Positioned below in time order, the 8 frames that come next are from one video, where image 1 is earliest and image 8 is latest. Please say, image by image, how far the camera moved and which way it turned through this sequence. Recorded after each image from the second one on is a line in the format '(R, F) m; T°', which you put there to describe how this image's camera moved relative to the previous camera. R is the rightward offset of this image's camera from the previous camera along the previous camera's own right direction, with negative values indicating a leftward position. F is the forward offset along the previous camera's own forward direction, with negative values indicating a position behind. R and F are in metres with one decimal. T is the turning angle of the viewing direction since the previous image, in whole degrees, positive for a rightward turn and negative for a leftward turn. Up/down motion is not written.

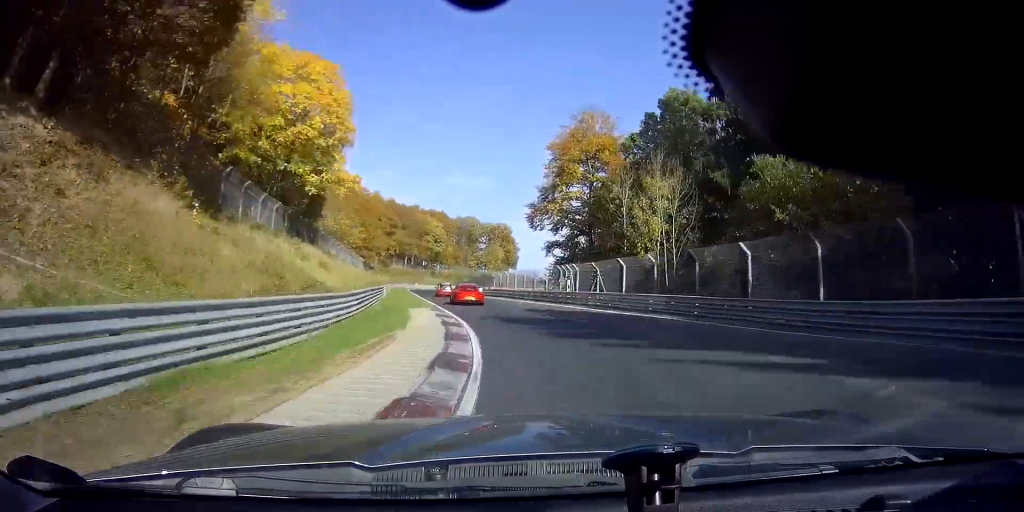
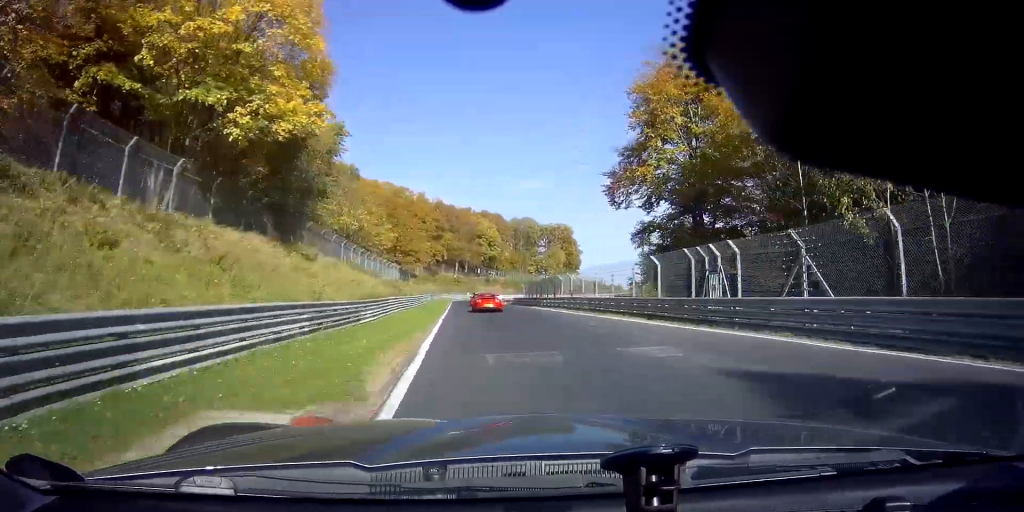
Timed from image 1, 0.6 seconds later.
(-0.8, +19.9) m; -5°
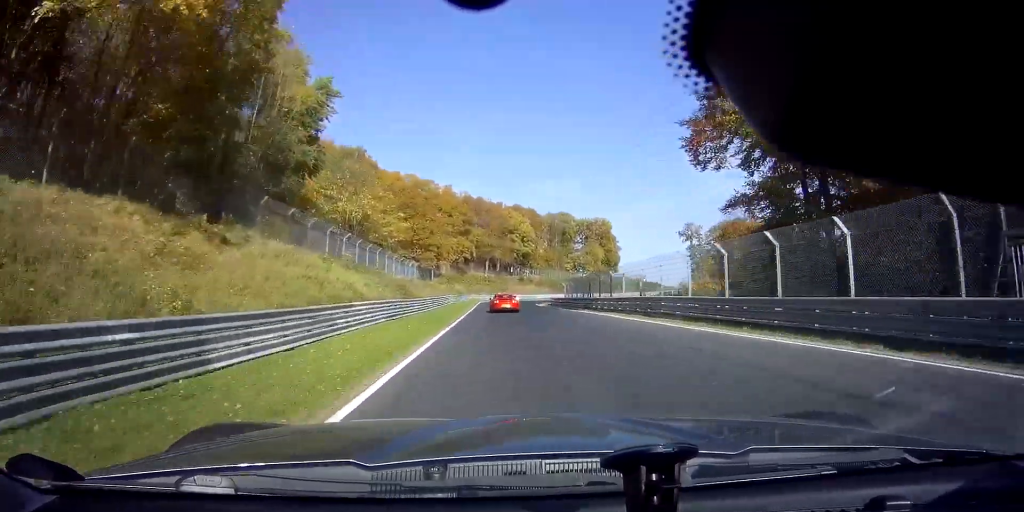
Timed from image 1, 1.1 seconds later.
(-0.7, +14.0) m; -2°
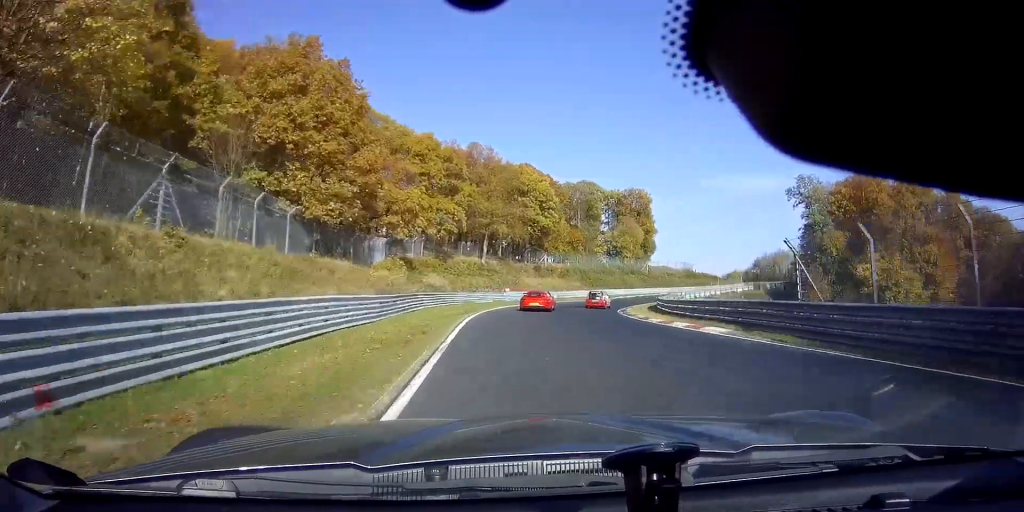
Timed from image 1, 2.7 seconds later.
(-2.1, +52.2) m; +2°
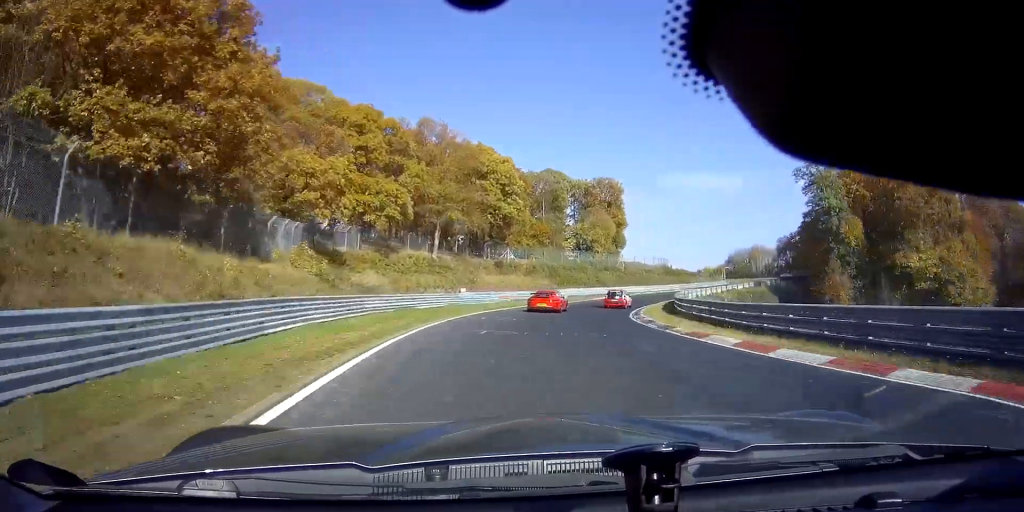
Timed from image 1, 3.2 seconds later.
(+0.4, +14.3) m; +5°
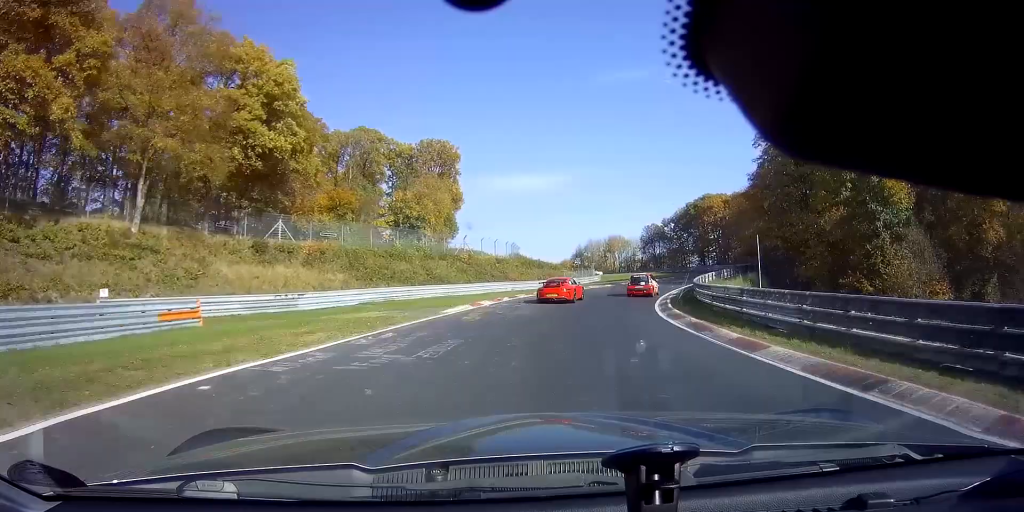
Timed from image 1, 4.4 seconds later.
(+4.3, +35.1) m; +18°
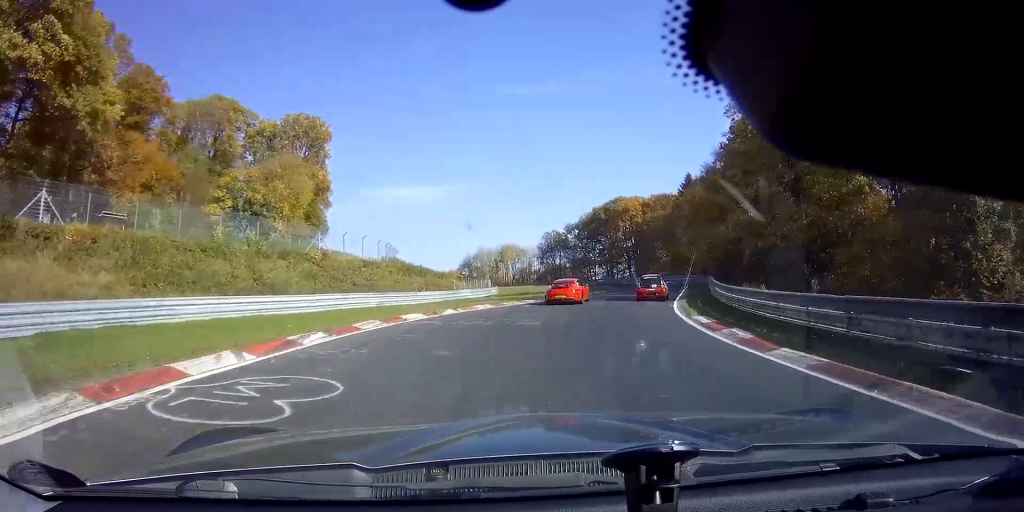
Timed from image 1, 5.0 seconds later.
(+2.5, +18.4) m; +11°
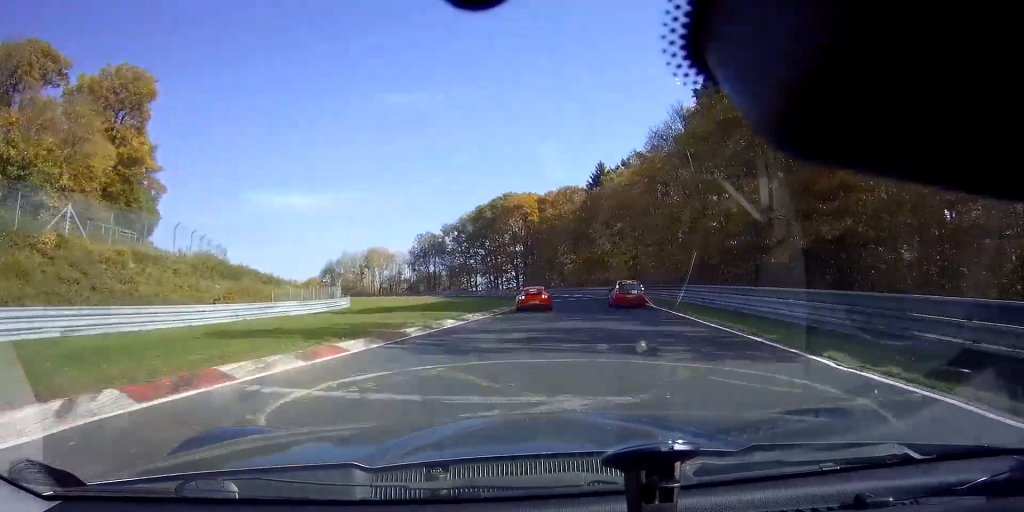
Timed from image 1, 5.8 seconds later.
(+2.0, +19.8) m; +10°
